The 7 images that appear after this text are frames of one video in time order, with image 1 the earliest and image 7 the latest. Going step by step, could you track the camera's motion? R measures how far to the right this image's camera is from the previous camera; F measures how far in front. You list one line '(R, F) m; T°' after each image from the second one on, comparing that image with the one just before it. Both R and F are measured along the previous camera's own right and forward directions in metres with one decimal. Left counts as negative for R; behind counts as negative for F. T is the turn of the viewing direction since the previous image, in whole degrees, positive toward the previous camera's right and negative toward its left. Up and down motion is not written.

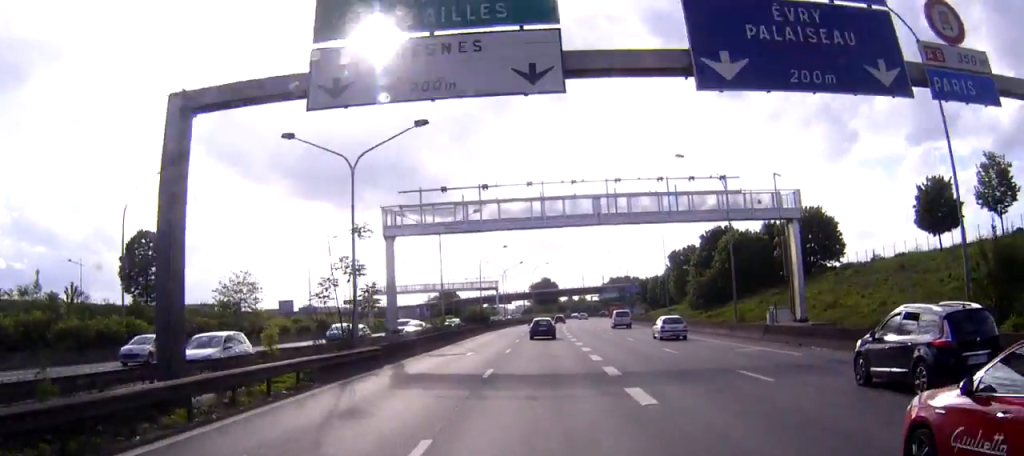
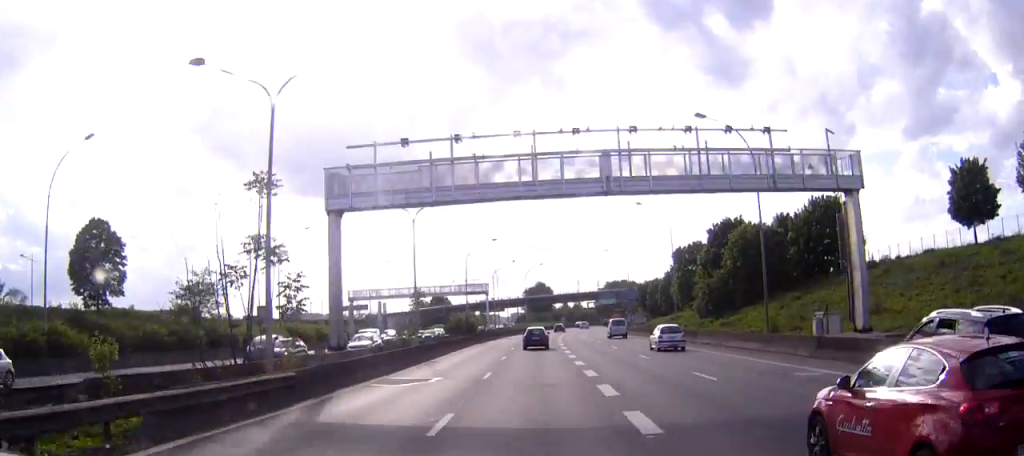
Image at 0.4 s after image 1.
(0.0, +8.4) m; 0°
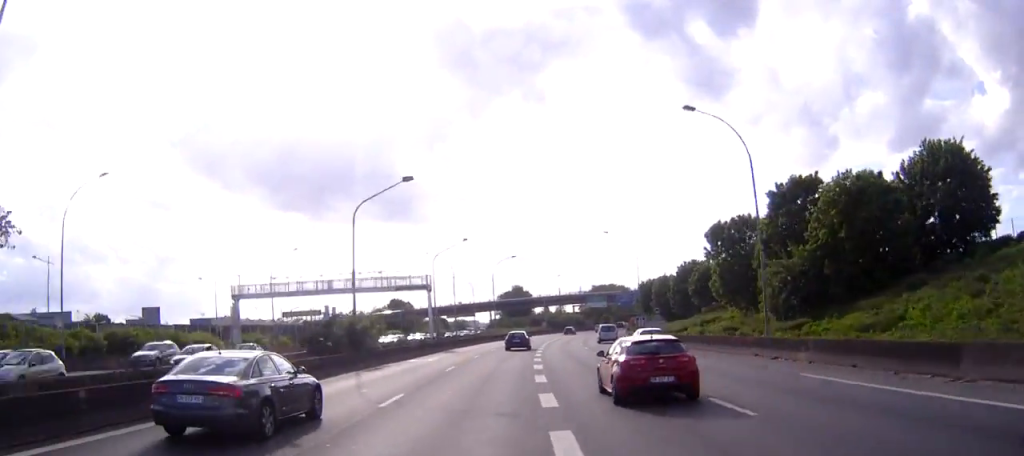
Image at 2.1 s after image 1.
(-0.1, +35.6) m; +1°
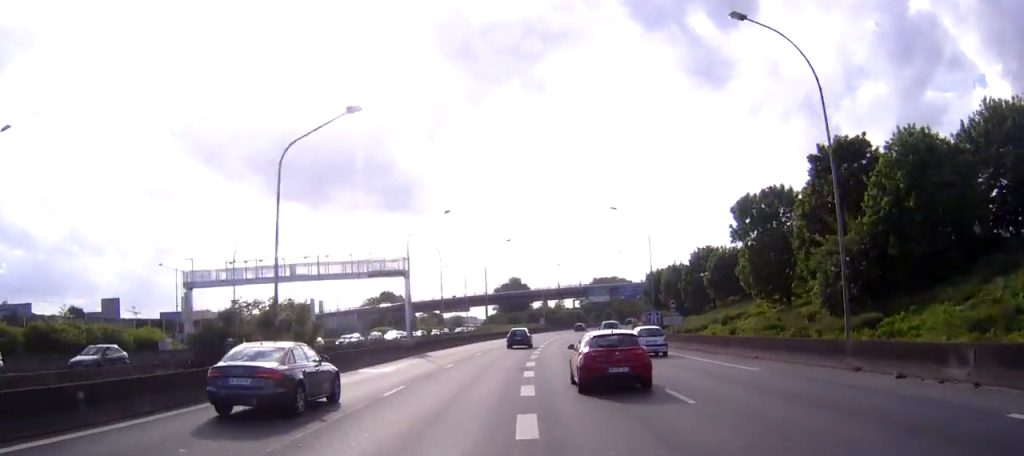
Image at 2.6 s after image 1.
(+0.2, +10.5) m; +1°
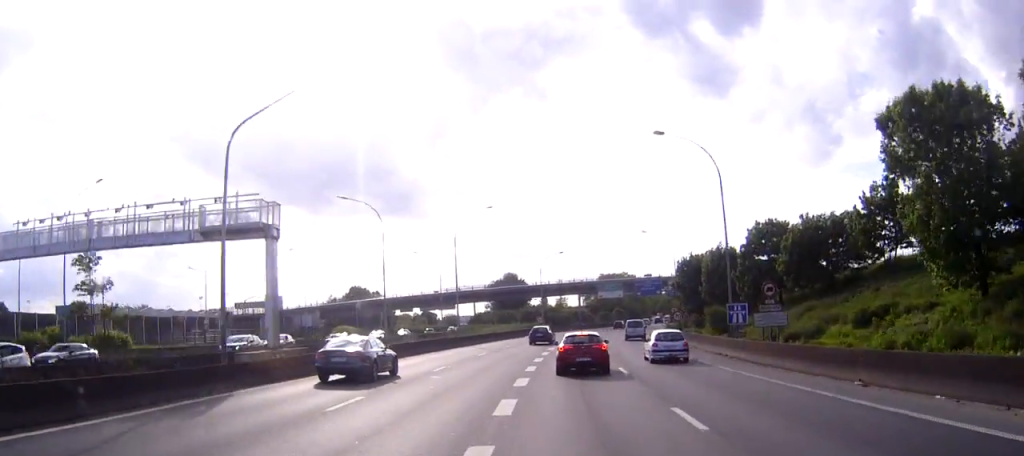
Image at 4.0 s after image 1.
(+0.4, +29.8) m; +1°
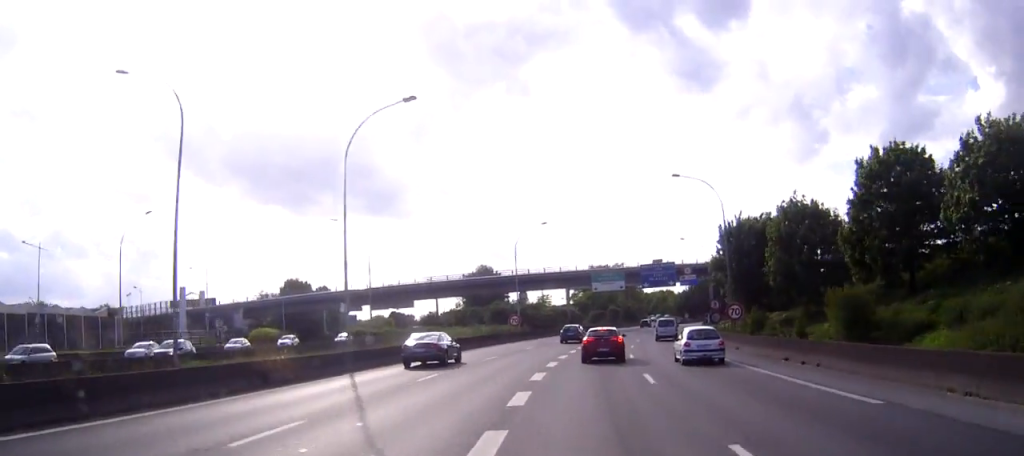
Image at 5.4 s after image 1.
(+0.1, +31.1) m; +1°
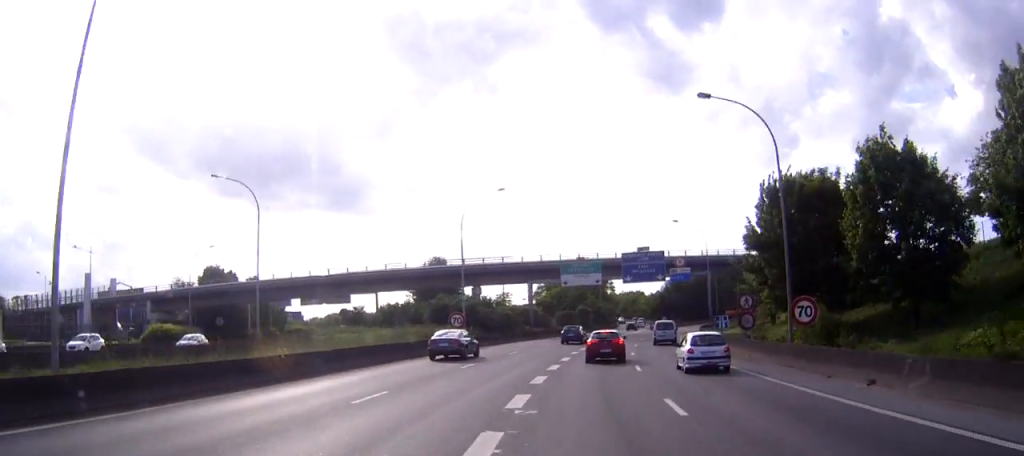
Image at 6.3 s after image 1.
(+0.1, +19.7) m; +1°
